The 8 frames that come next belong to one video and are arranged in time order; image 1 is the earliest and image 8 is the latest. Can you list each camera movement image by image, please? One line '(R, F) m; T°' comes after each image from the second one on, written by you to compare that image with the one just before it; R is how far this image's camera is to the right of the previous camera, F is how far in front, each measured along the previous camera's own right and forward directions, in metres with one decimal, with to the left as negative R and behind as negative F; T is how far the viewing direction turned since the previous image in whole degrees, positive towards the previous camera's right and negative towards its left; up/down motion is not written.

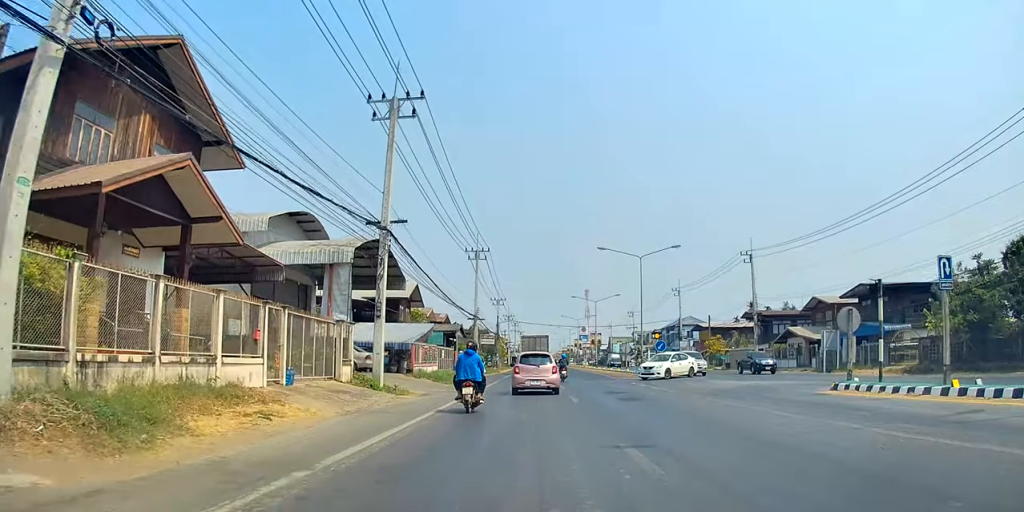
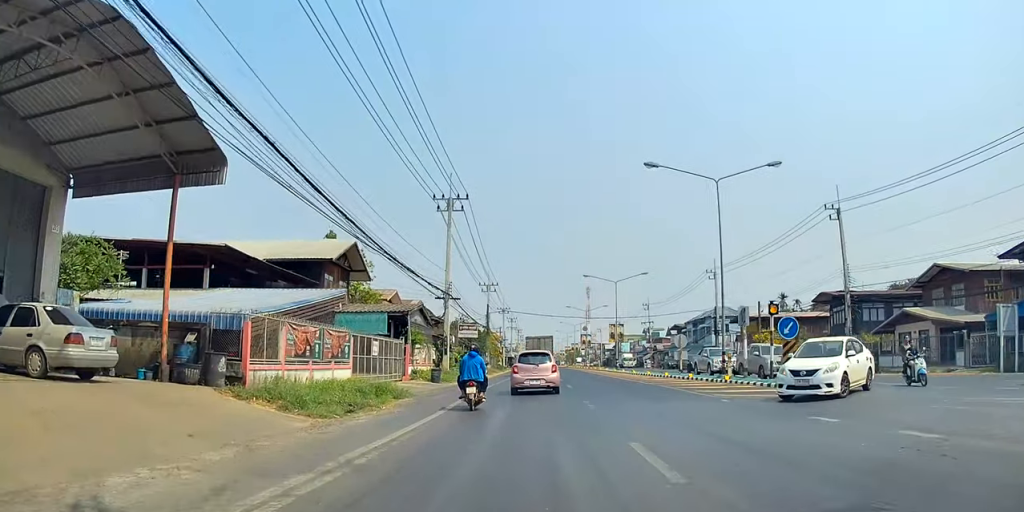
(+0.1, +20.3) m; -3°
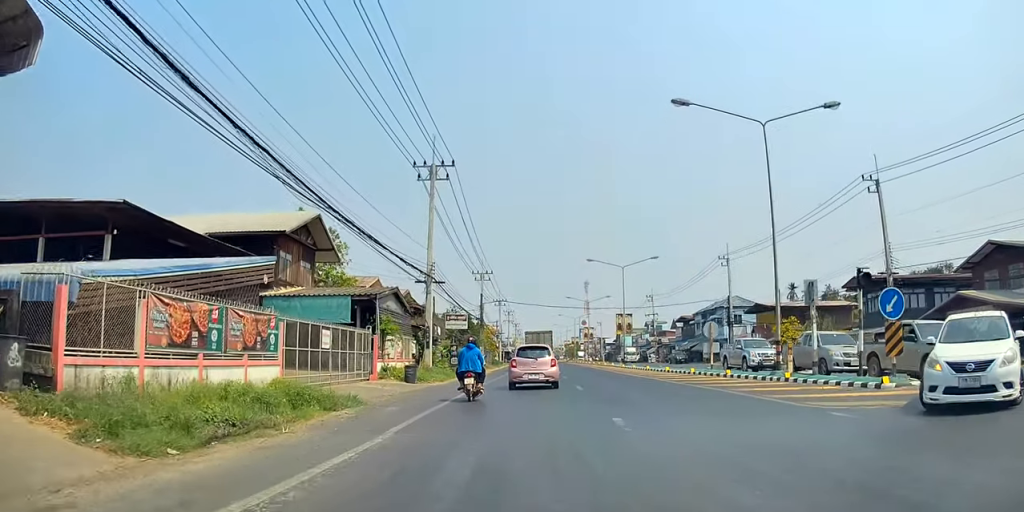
(-0.2, +6.6) m; -2°
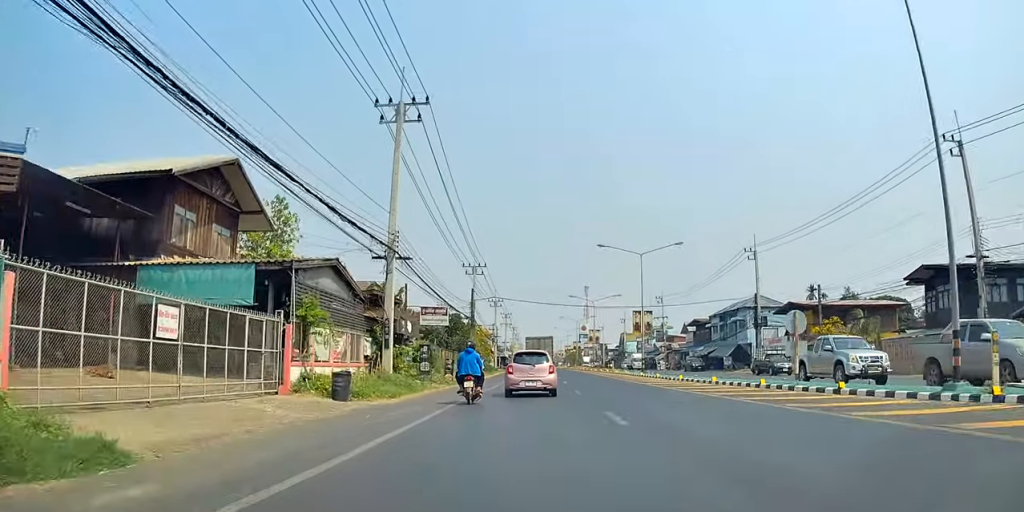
(-0.1, +10.3) m; 0°
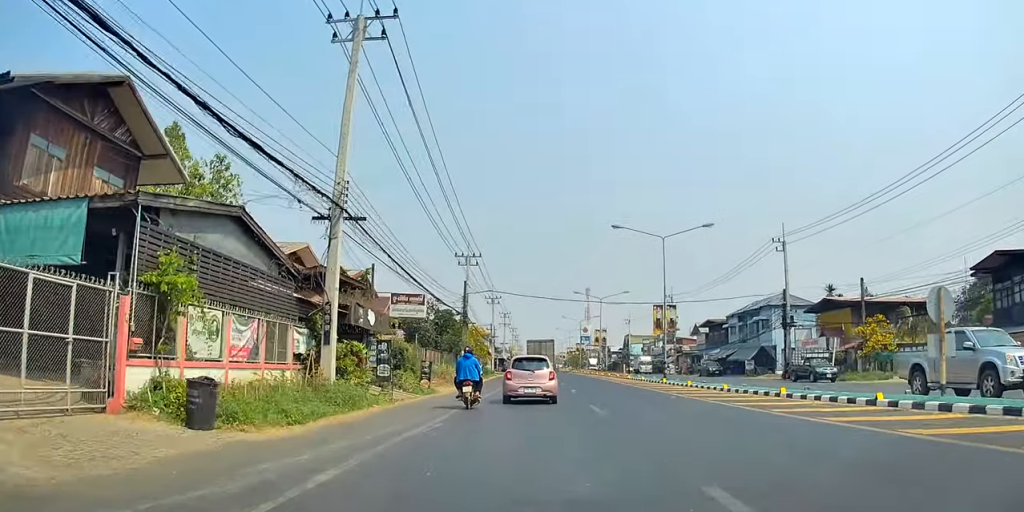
(0.0, +7.5) m; 0°
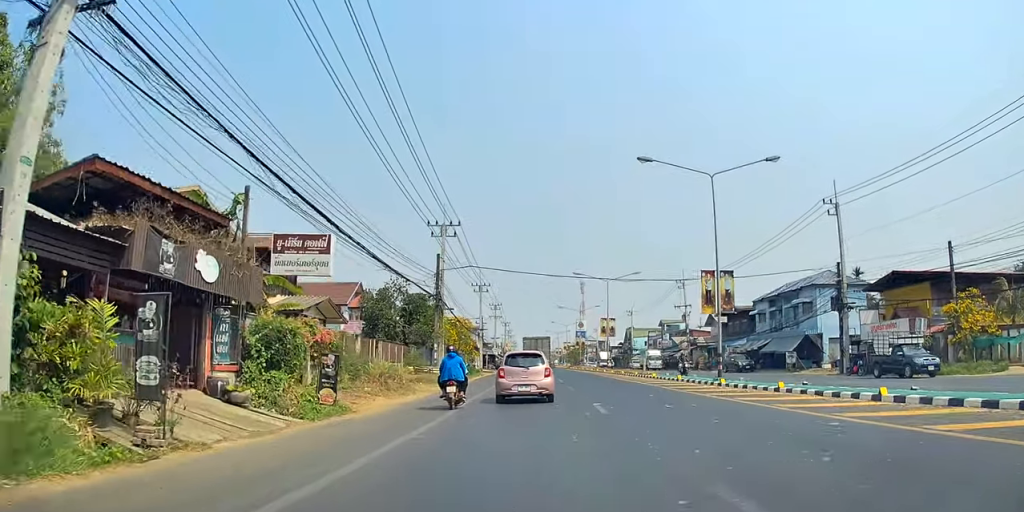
(-0.1, +13.2) m; 0°
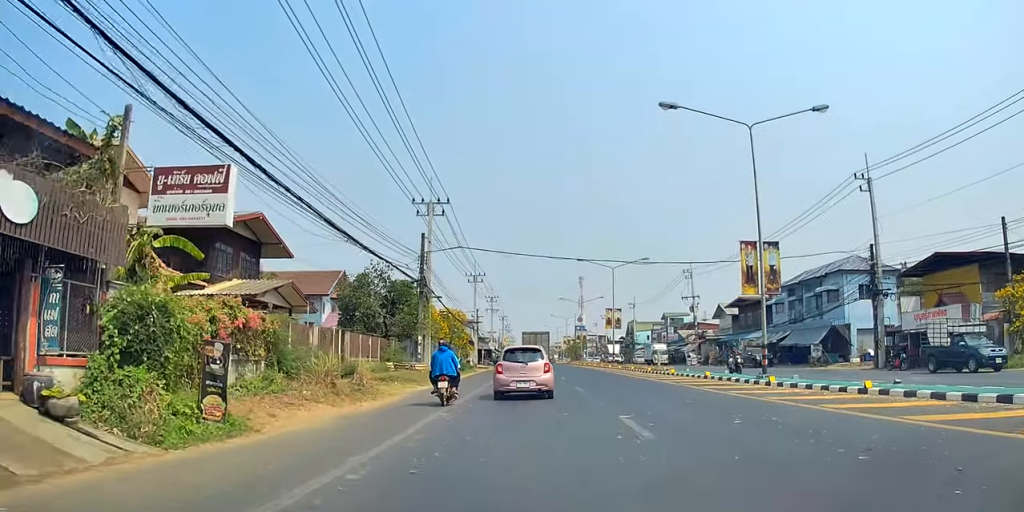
(0.0, +5.6) m; 0°
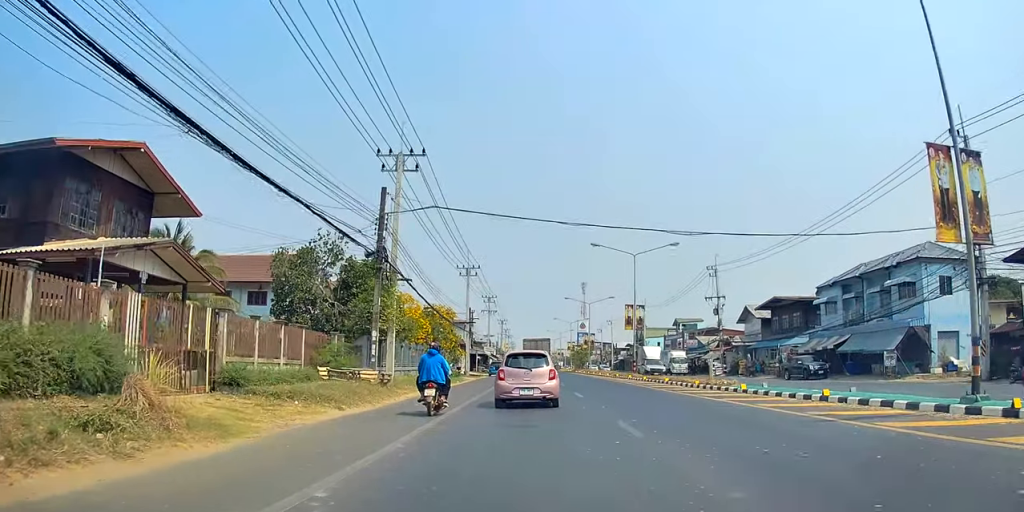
(+0.1, +11.1) m; 0°
